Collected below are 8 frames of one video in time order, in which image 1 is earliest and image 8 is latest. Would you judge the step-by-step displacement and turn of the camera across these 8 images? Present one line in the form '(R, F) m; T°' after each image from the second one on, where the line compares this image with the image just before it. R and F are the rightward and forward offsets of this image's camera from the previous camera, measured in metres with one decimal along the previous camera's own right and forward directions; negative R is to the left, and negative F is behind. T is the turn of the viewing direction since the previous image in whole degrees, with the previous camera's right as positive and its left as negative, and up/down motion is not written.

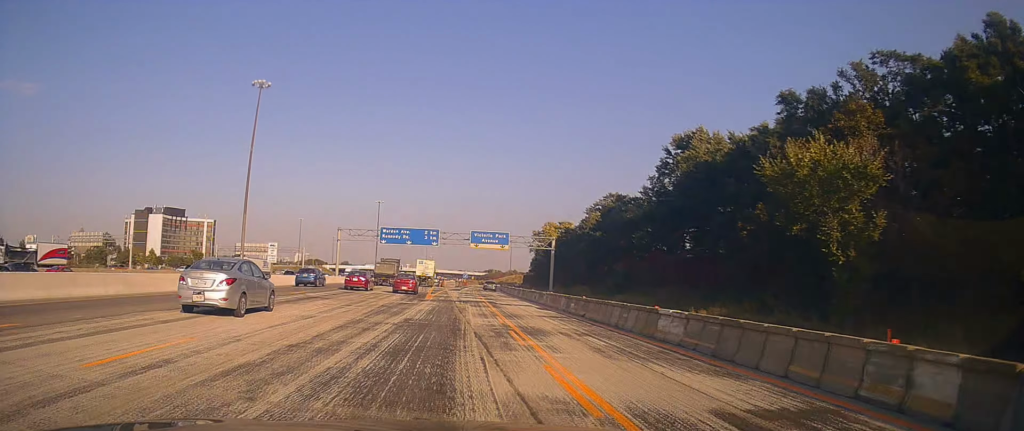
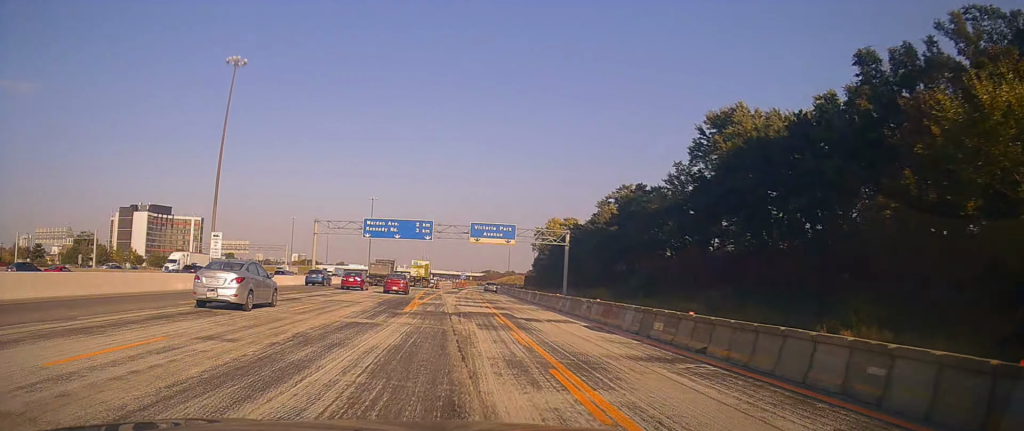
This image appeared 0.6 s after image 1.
(+0.3, +12.5) m; +1°
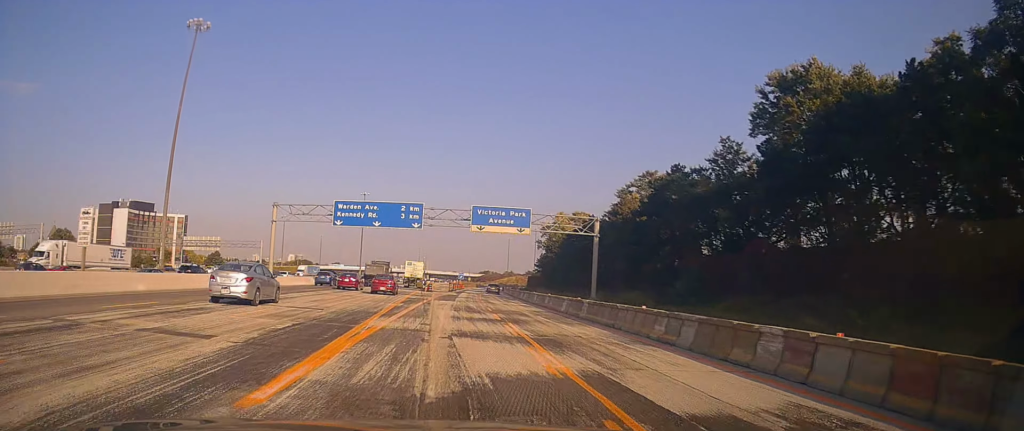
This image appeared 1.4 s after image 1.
(+0.2, +15.9) m; +1°
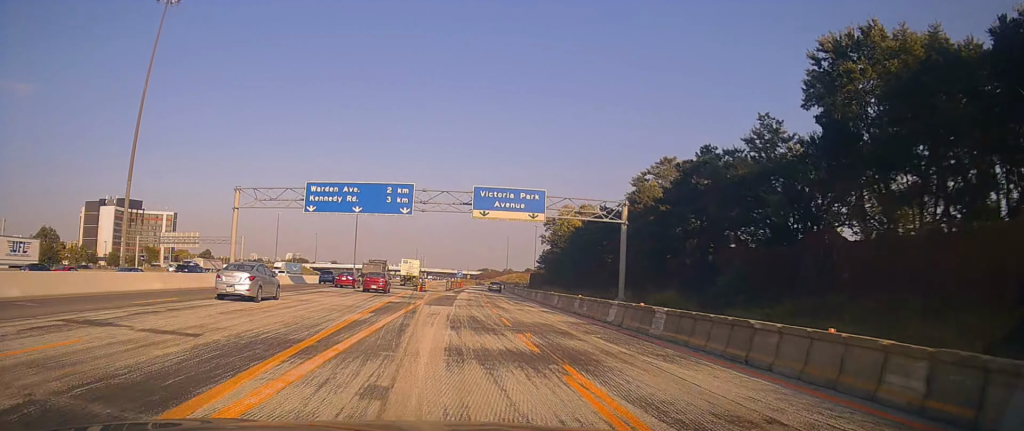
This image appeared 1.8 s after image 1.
(0.0, +9.6) m; 0°
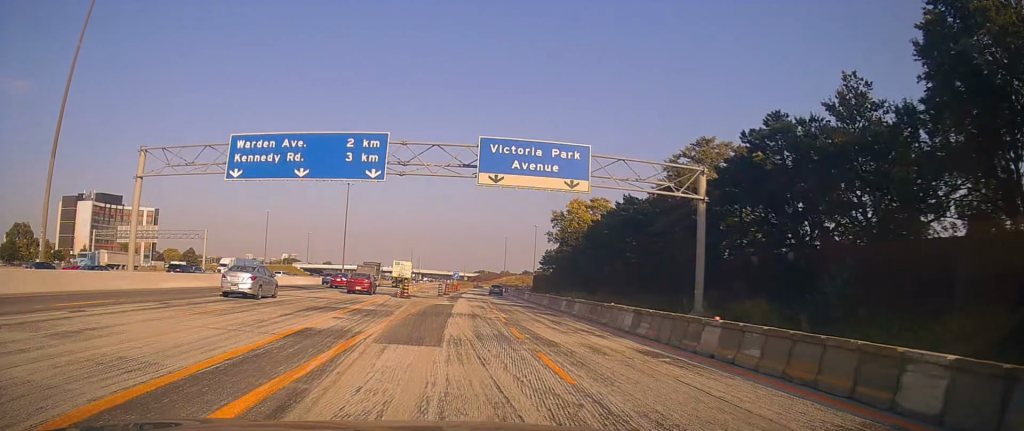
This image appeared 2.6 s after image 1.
(0.0, +15.1) m; 0°
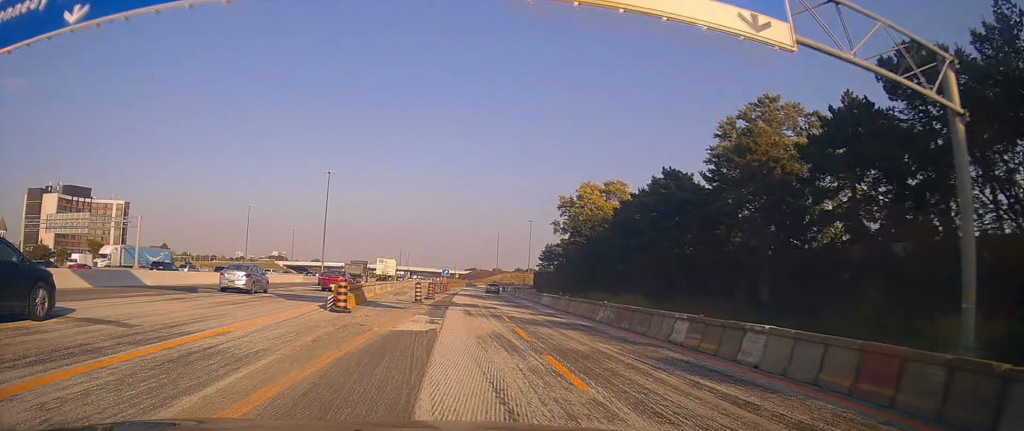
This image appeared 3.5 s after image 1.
(0.0, +18.6) m; +1°
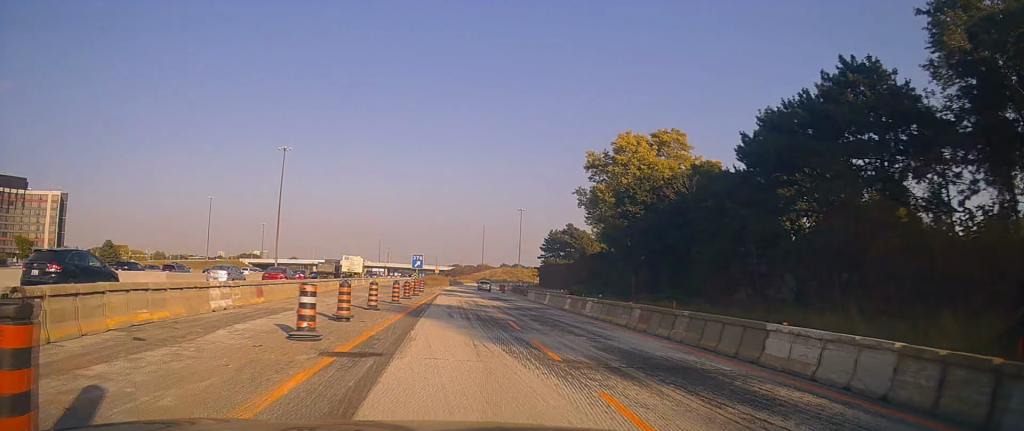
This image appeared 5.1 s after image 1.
(+0.8, +34.2) m; +2°
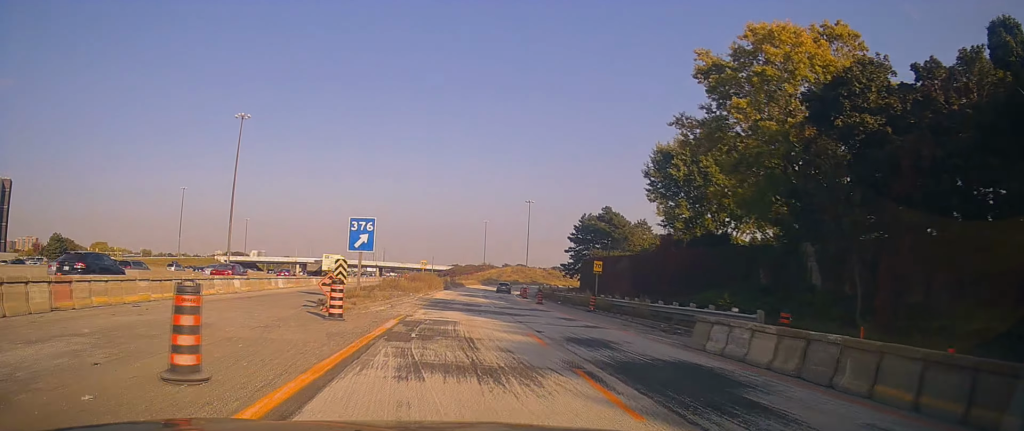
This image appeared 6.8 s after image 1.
(+0.1, +34.4) m; 0°
